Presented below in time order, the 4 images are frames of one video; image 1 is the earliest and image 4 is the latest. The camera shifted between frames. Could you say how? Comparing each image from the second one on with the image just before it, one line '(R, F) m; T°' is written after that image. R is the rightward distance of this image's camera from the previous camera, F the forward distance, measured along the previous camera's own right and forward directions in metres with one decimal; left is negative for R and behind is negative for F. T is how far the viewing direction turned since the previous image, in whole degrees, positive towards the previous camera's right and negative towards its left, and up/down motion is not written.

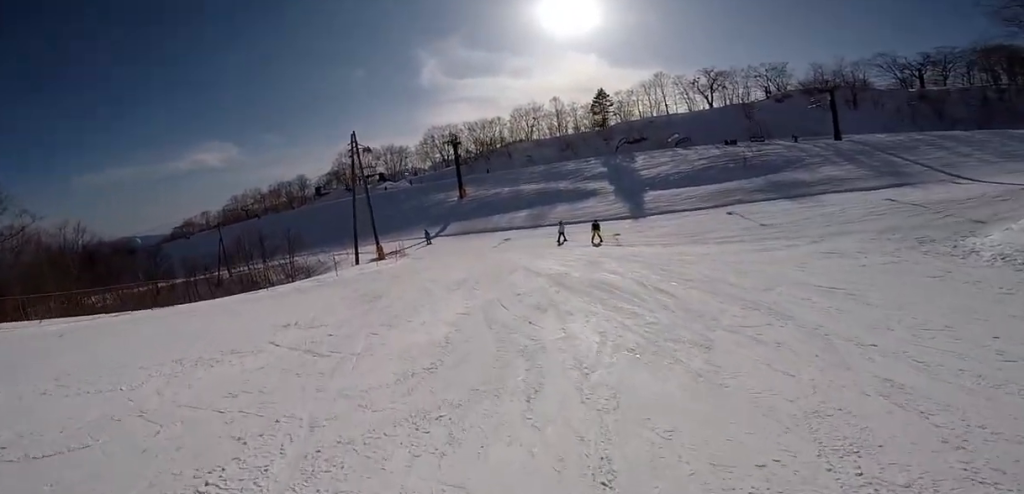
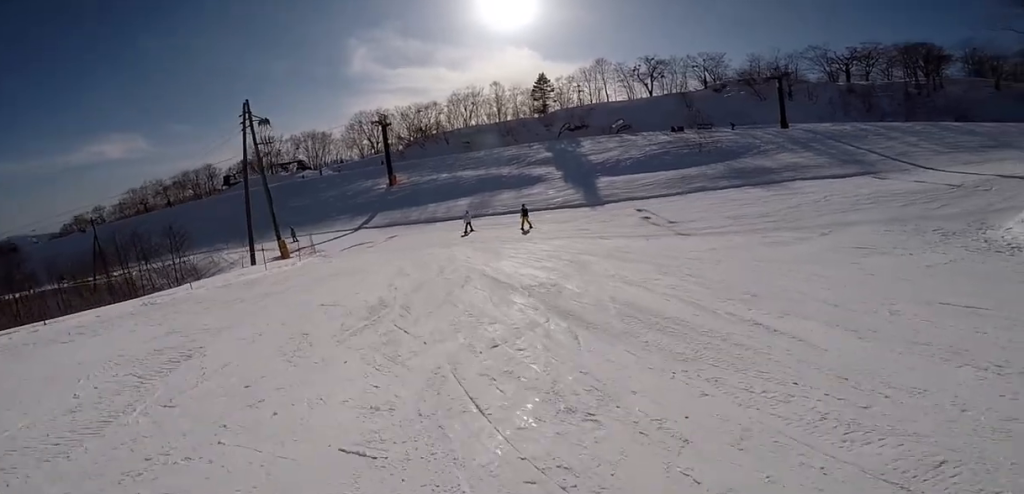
(+0.8, +7.1) m; +16°
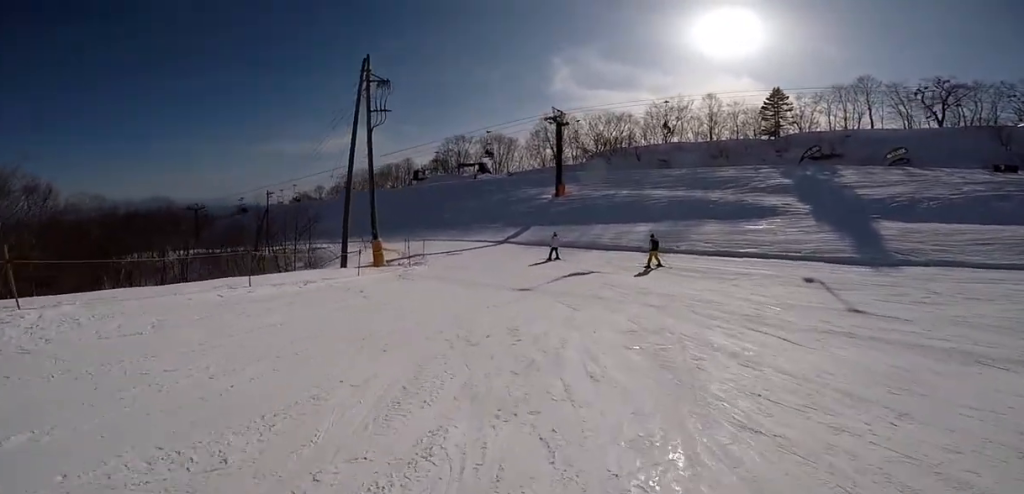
(-0.7, +10.4) m; -22°
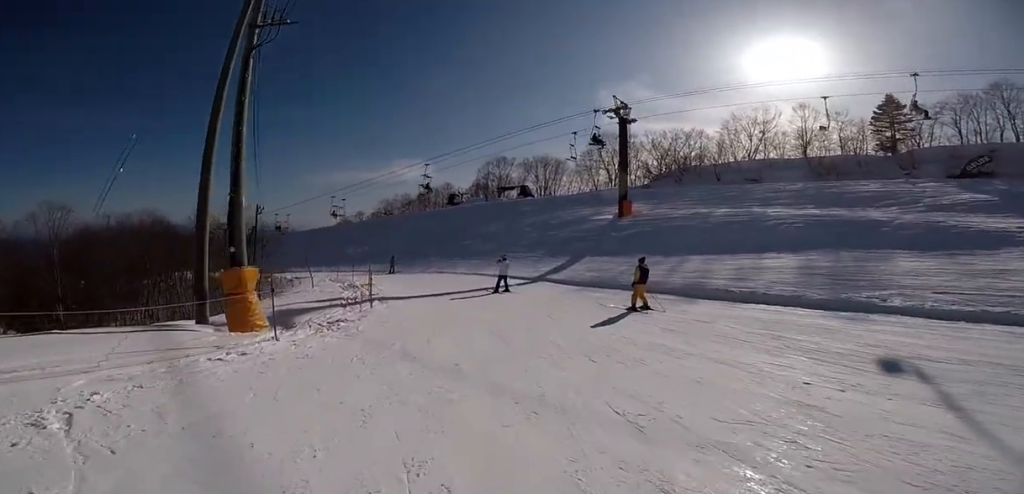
(-1.6, +11.6) m; -7°
